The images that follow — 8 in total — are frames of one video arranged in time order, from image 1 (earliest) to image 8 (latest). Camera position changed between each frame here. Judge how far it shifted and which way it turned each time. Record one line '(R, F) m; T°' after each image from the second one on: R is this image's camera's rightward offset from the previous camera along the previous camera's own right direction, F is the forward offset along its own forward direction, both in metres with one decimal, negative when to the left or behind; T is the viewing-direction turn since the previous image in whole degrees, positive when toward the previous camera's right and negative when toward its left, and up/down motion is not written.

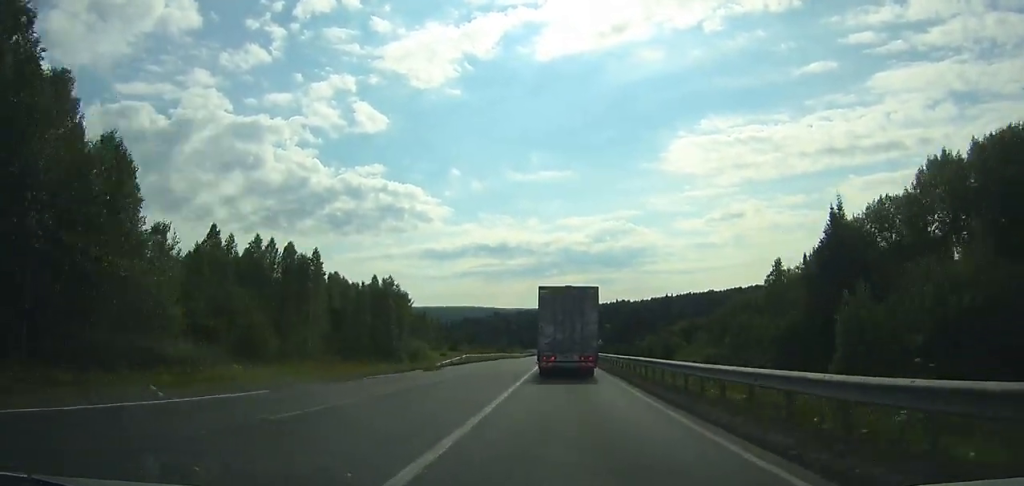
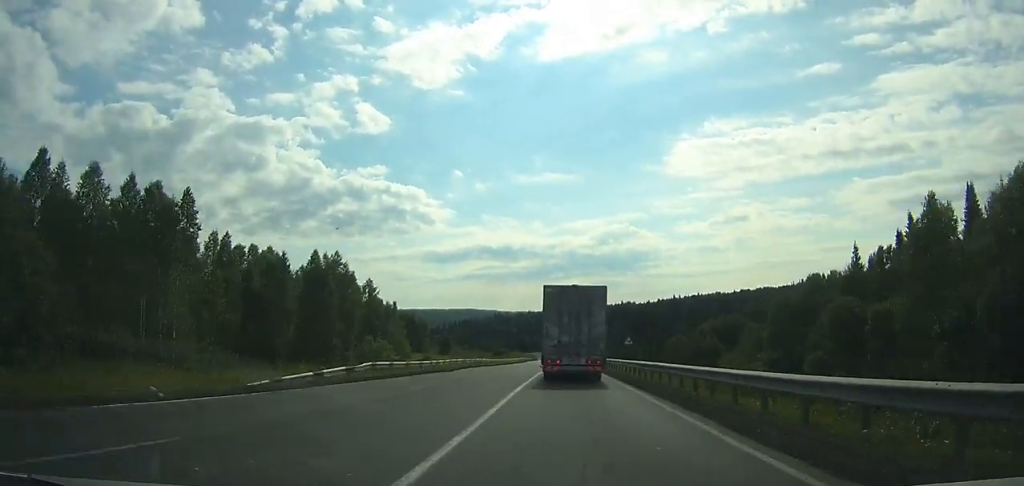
(0.0, +30.0) m; 0°
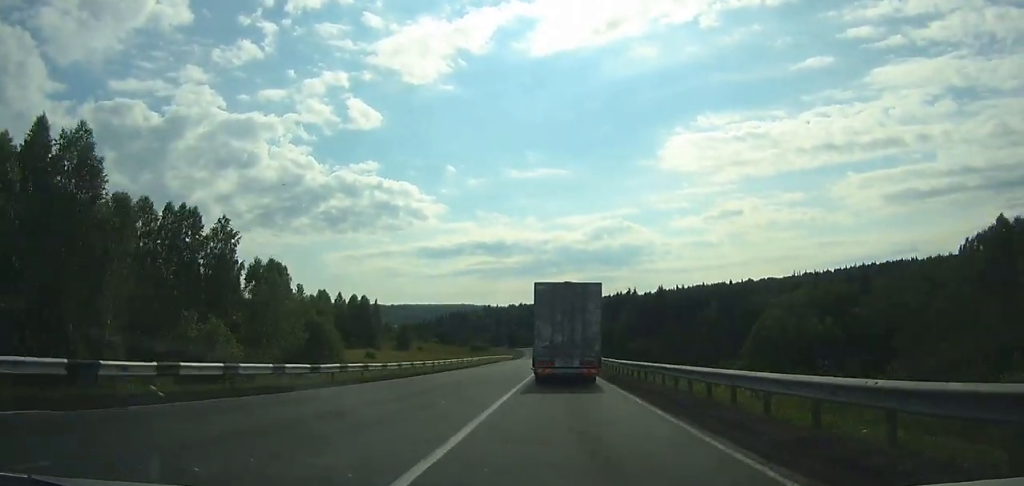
(0.0, +52.0) m; 0°
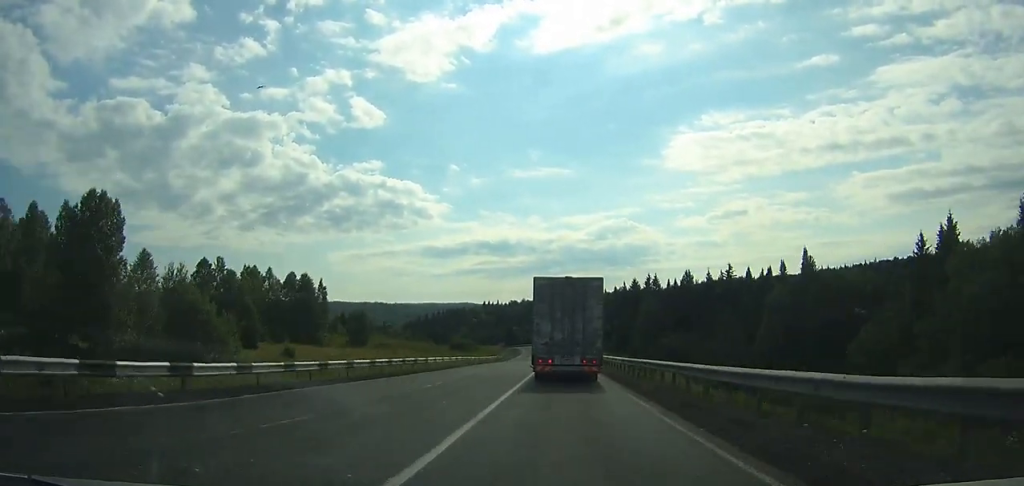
(0.0, +43.9) m; 0°
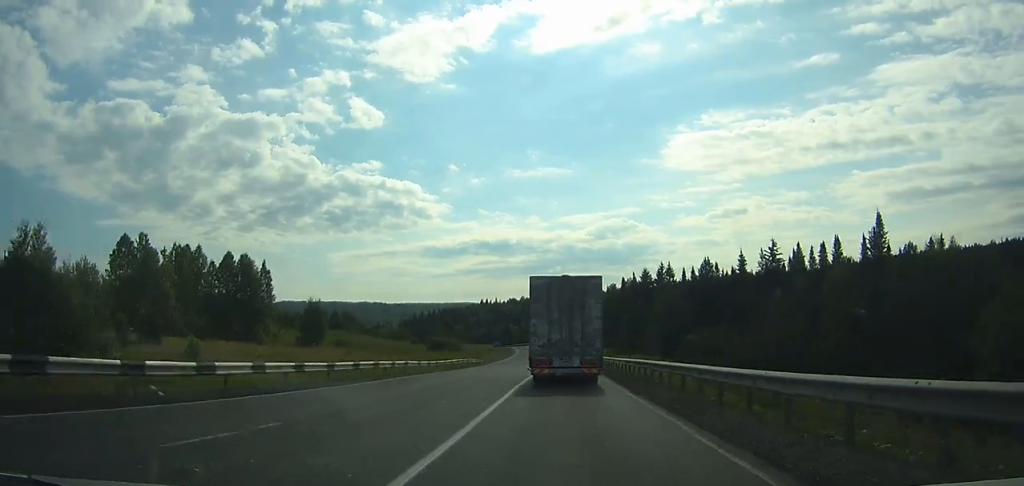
(-0.1, +25.9) m; 0°
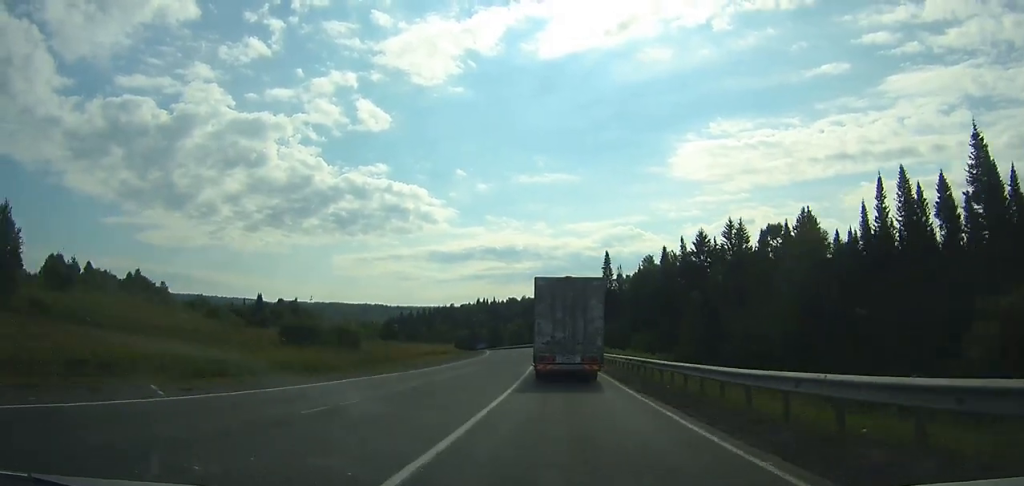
(-0.3, +69.5) m; -1°
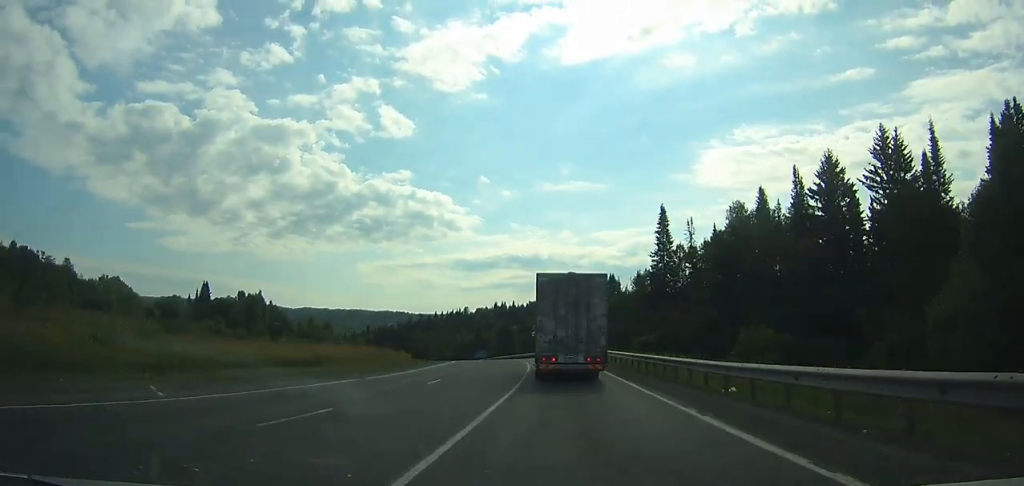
(-0.6, +49.1) m; -3°
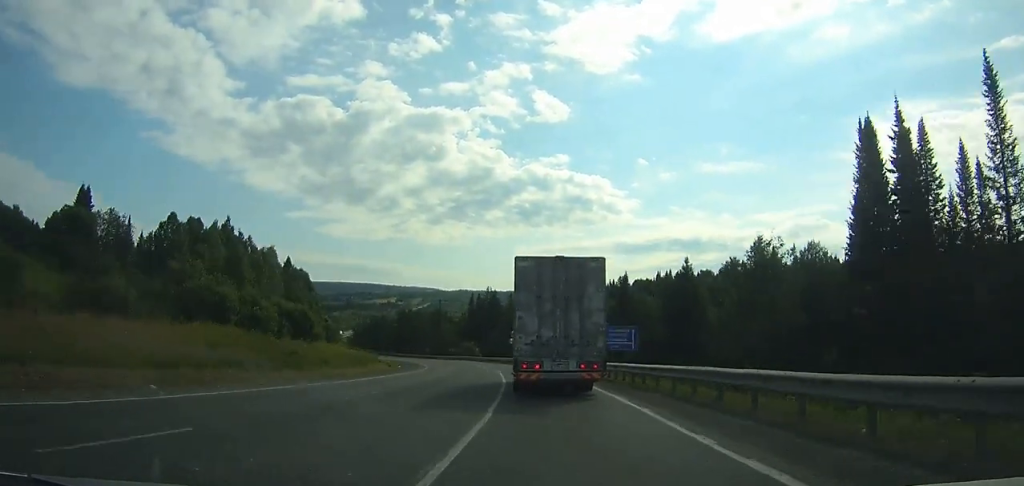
(-10.2, +102.1) m; -15°
